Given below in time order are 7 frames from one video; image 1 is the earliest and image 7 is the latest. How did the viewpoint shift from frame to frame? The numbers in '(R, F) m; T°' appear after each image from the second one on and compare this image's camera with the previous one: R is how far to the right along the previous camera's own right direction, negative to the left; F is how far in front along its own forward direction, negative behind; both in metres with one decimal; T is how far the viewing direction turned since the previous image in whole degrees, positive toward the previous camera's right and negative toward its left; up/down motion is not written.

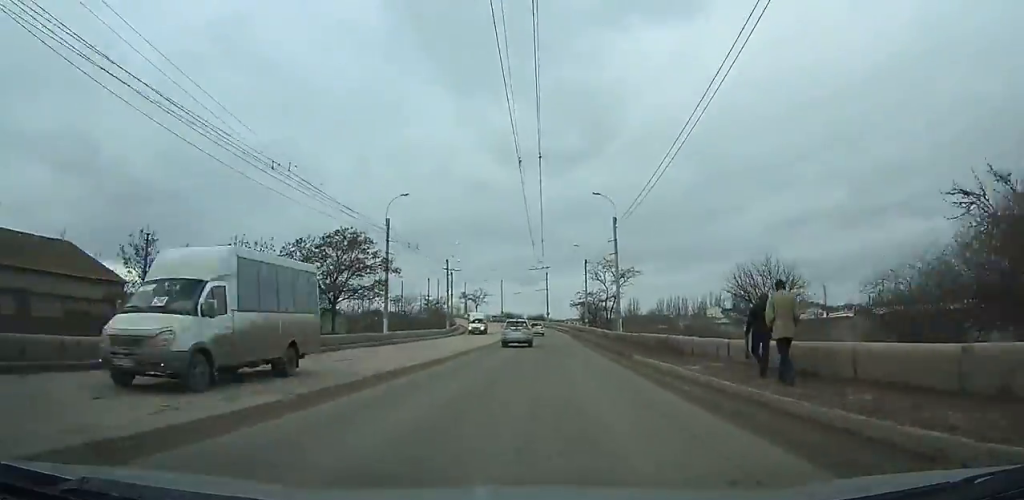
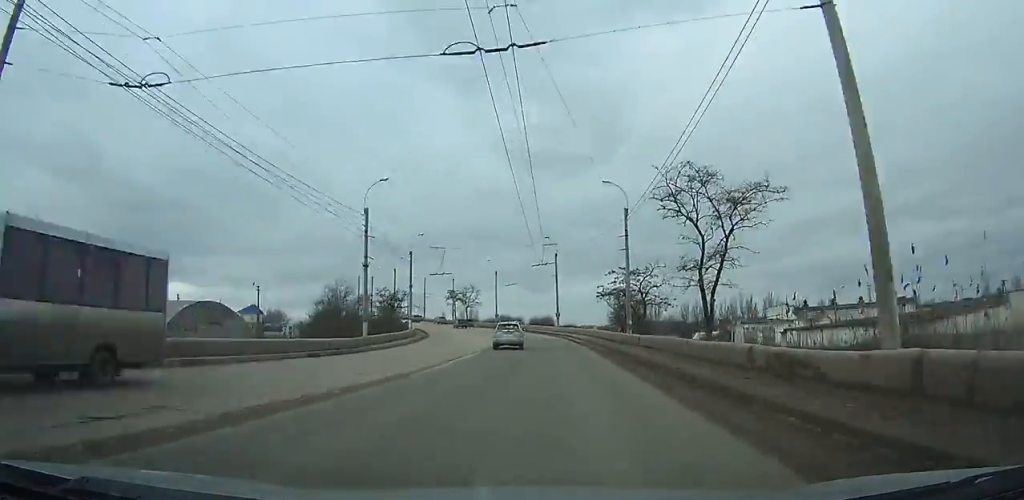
(-0.1, +37.9) m; -3°
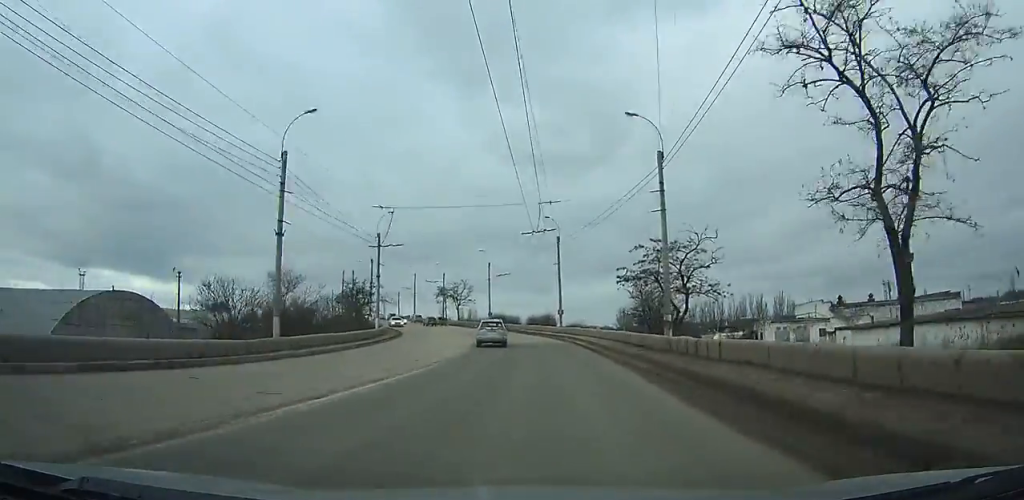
(+0.3, +13.8) m; -2°
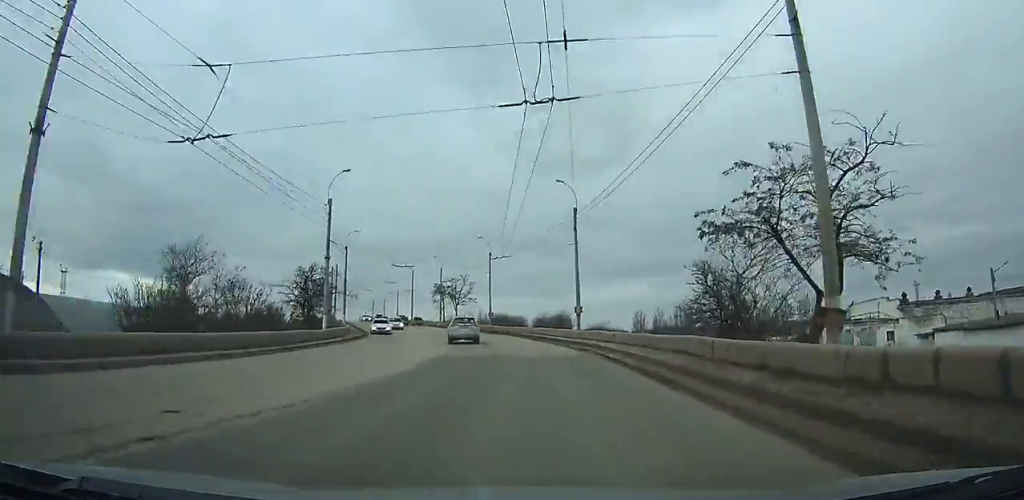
(-0.8, +16.0) m; -5°
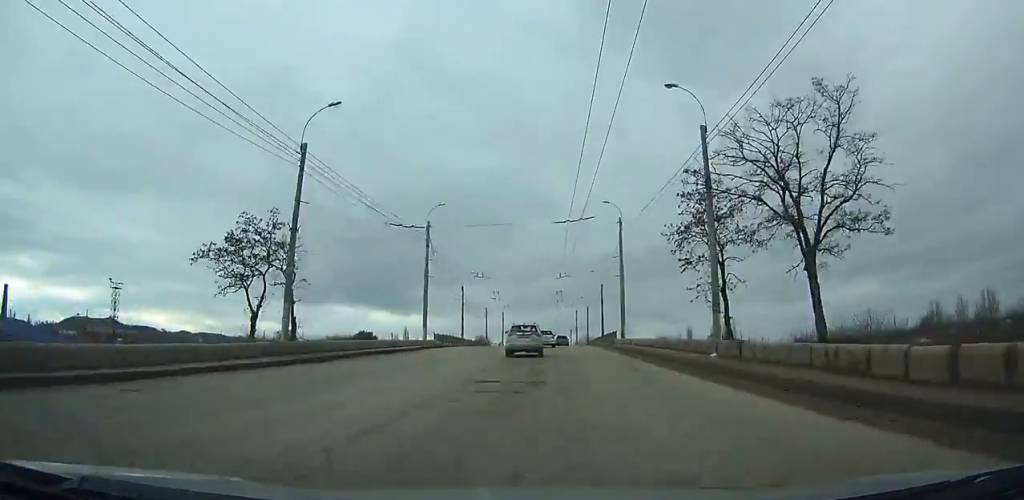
(-12.3, +74.4) m; -14°
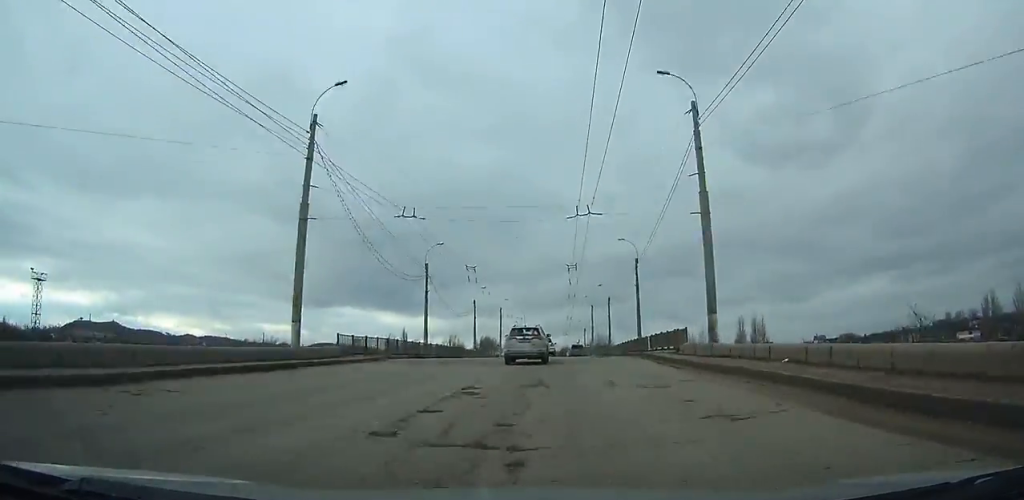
(-0.4, +27.8) m; -1°
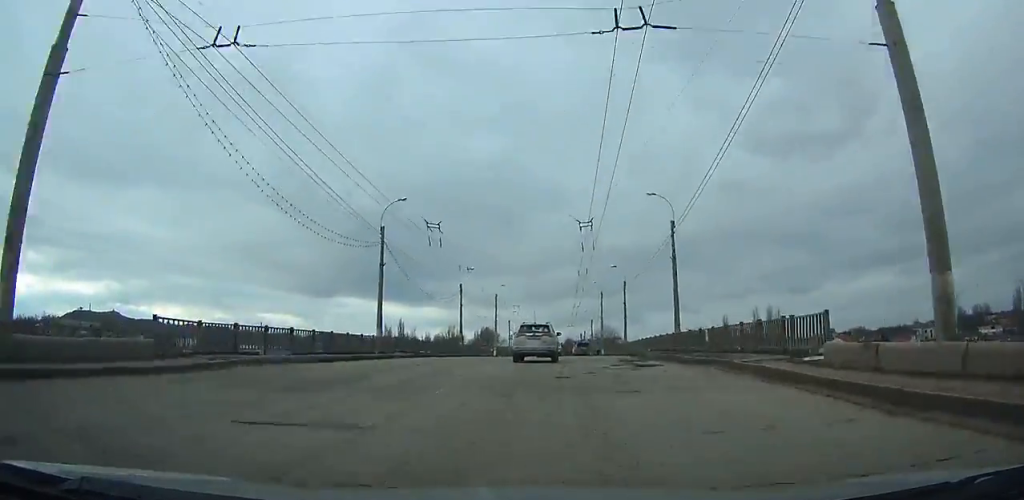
(0.0, +15.7) m; 0°
